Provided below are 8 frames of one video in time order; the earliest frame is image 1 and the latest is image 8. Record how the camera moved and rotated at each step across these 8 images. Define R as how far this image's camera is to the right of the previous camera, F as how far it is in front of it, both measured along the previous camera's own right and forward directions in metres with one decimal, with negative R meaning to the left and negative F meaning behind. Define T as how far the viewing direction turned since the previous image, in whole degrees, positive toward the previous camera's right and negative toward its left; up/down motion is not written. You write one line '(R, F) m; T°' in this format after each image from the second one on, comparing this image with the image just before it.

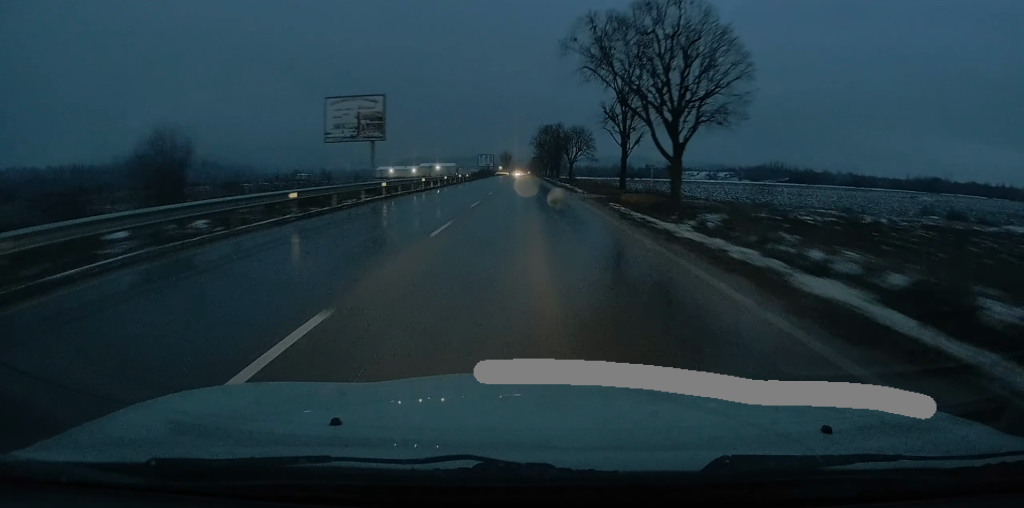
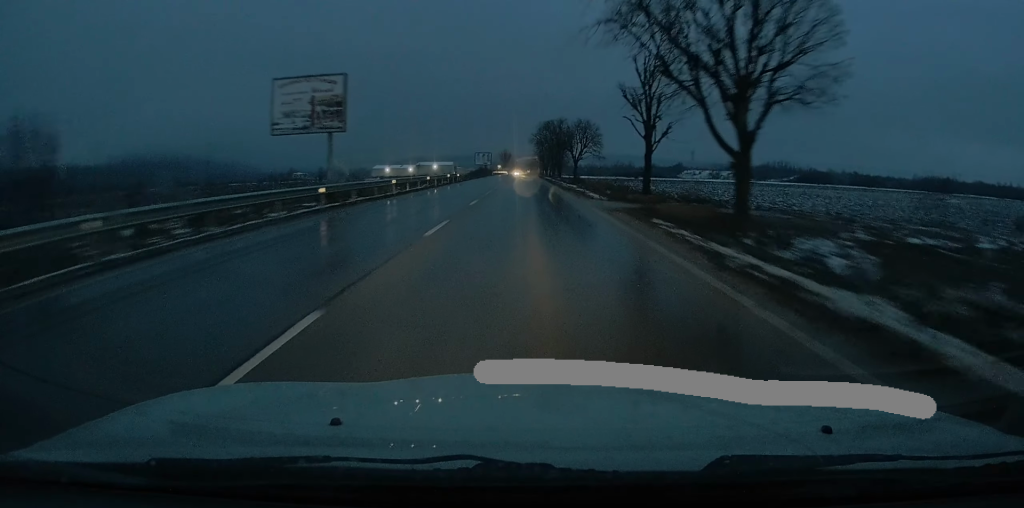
(0.0, +9.2) m; 0°
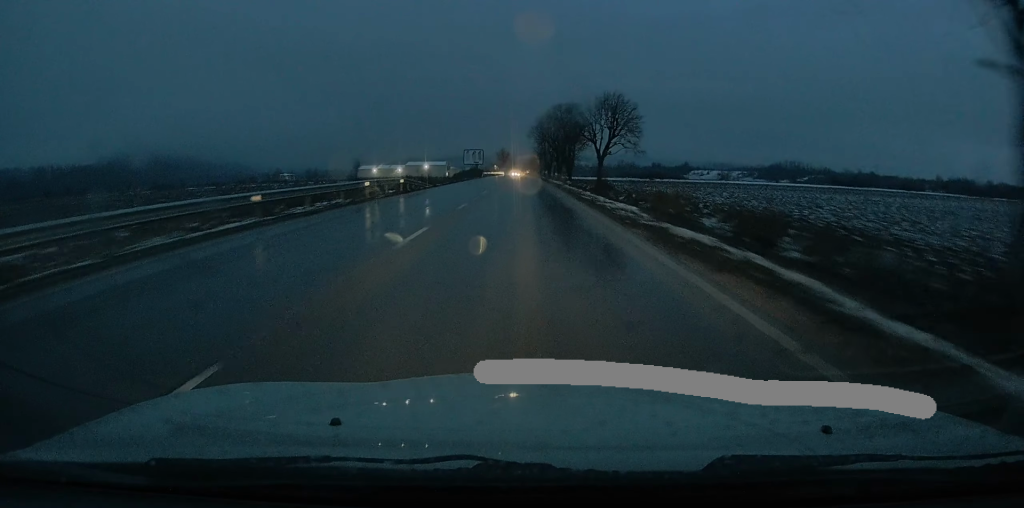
(0.0, +28.9) m; 0°
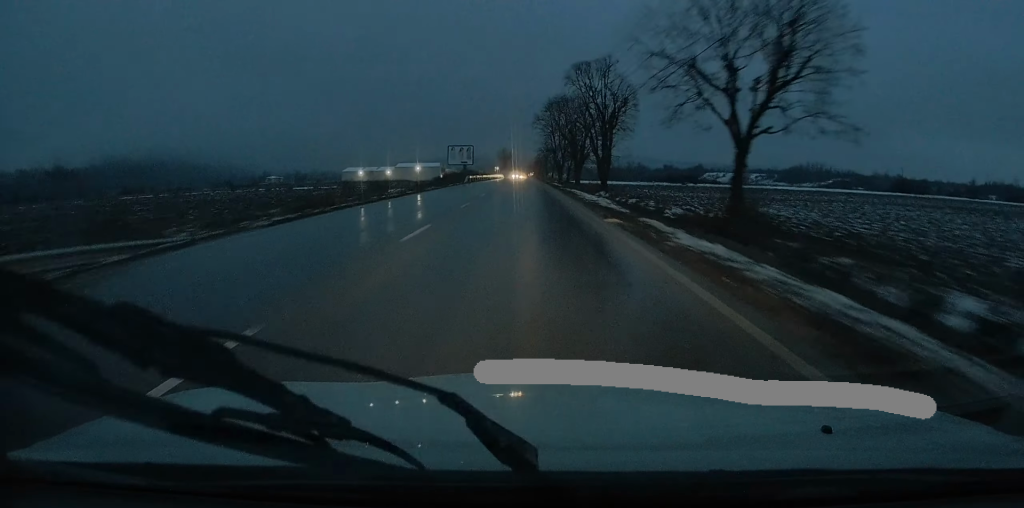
(+0.1, +35.5) m; 0°
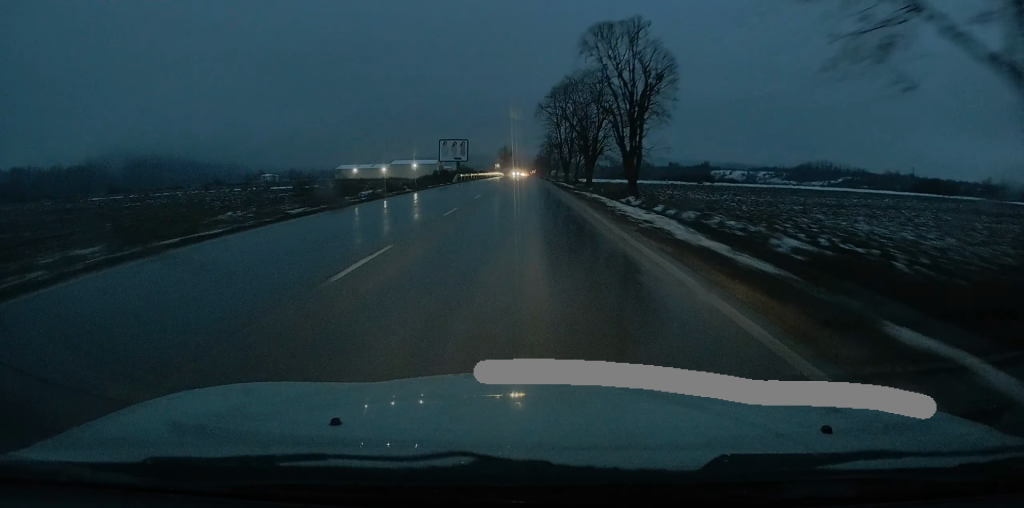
(0.0, +13.1) m; 0°
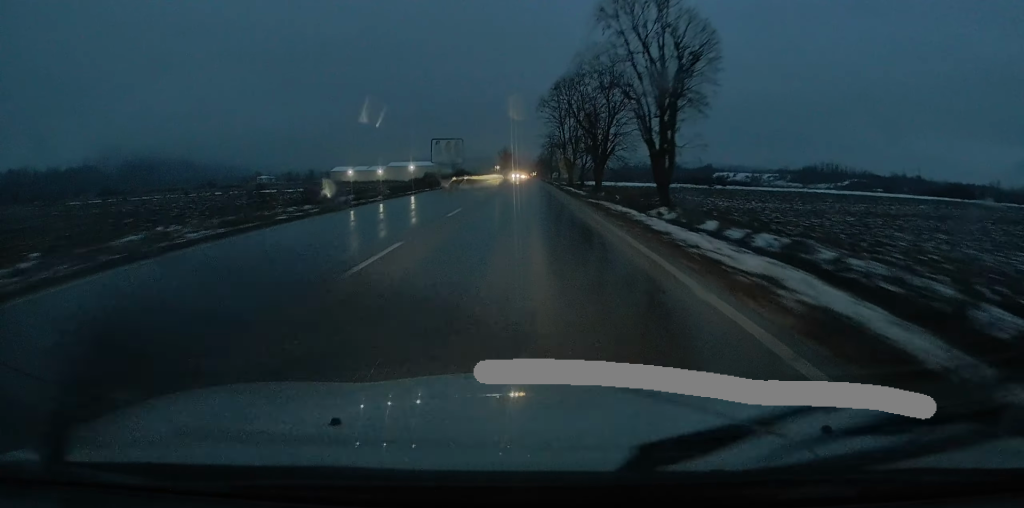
(0.0, +8.6) m; 0°
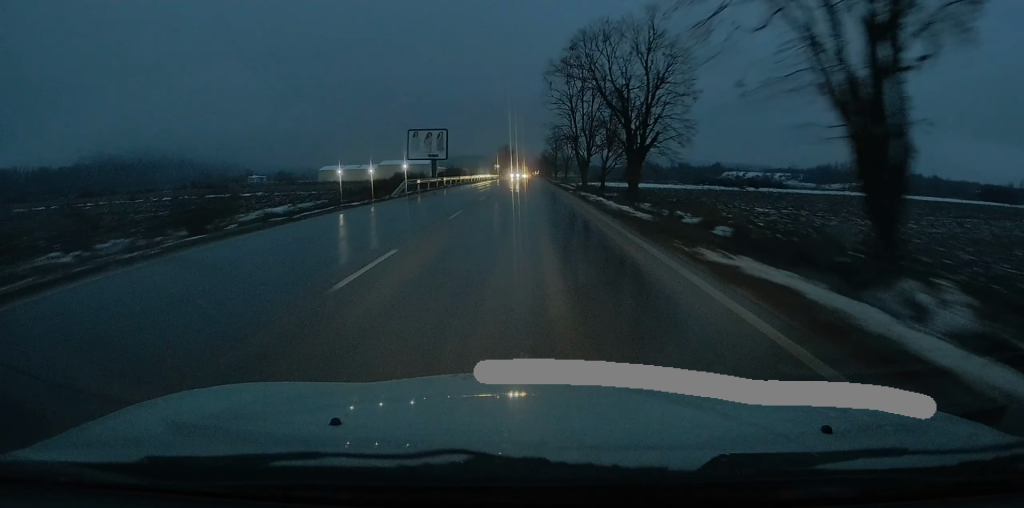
(-0.1, +19.0) m; 0°
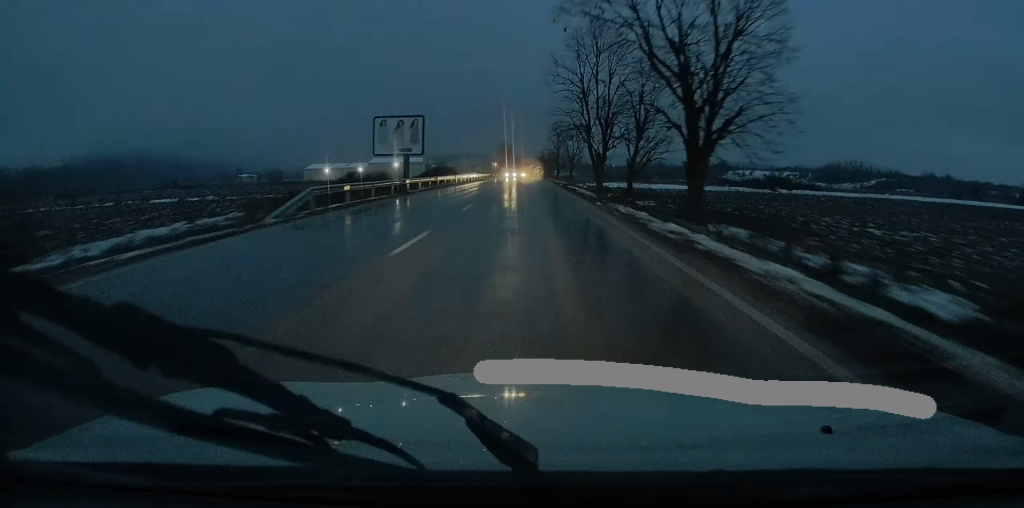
(+0.1, +15.7) m; 0°
